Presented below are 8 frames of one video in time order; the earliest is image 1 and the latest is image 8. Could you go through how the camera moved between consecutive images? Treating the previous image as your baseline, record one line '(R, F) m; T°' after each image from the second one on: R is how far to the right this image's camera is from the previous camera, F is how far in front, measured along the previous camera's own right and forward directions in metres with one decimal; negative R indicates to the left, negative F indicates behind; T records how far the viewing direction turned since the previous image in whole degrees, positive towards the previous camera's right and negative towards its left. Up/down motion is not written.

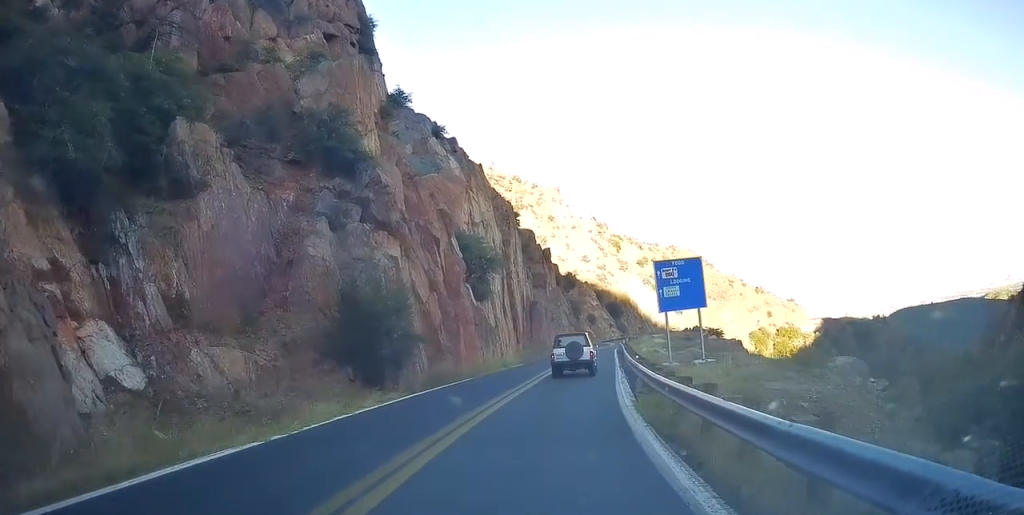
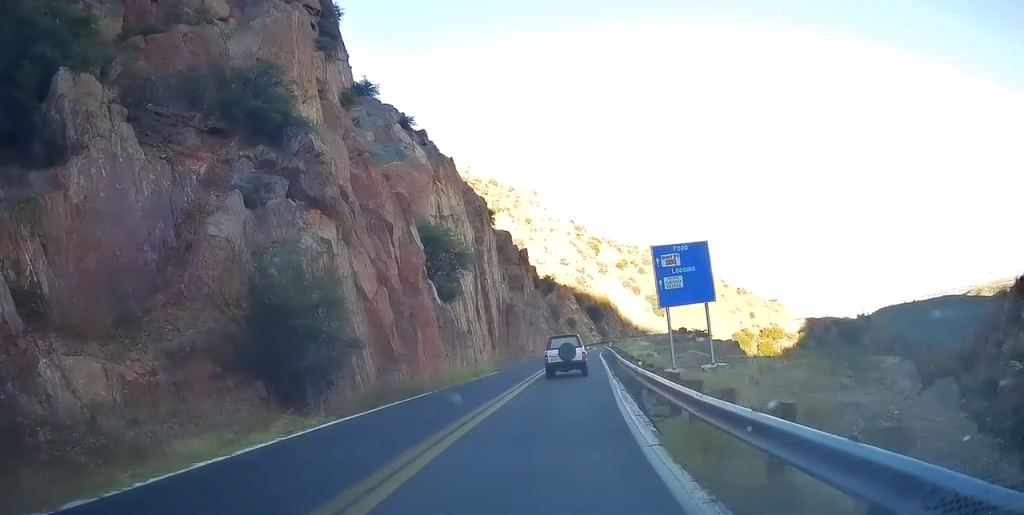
(0.0, +4.9) m; +1°
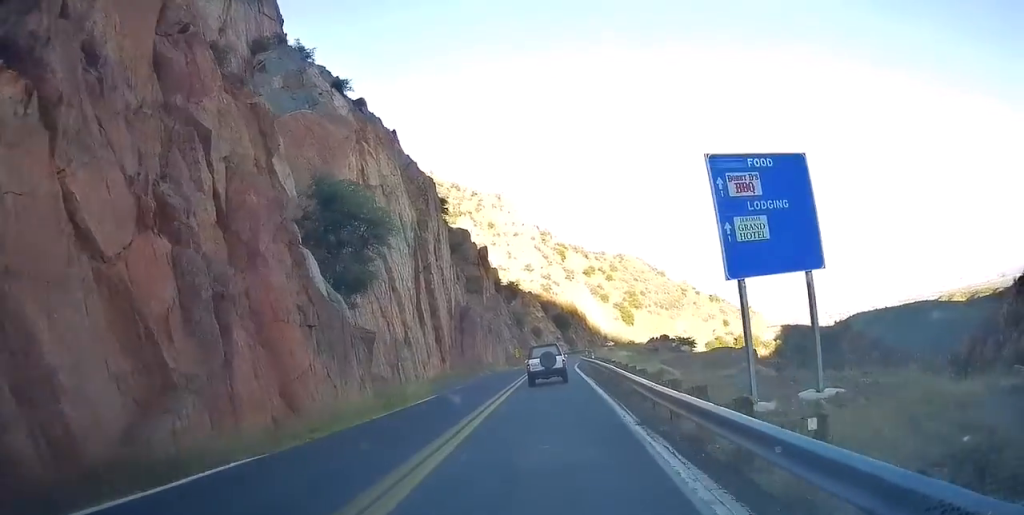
(+0.5, +11.9) m; +5°
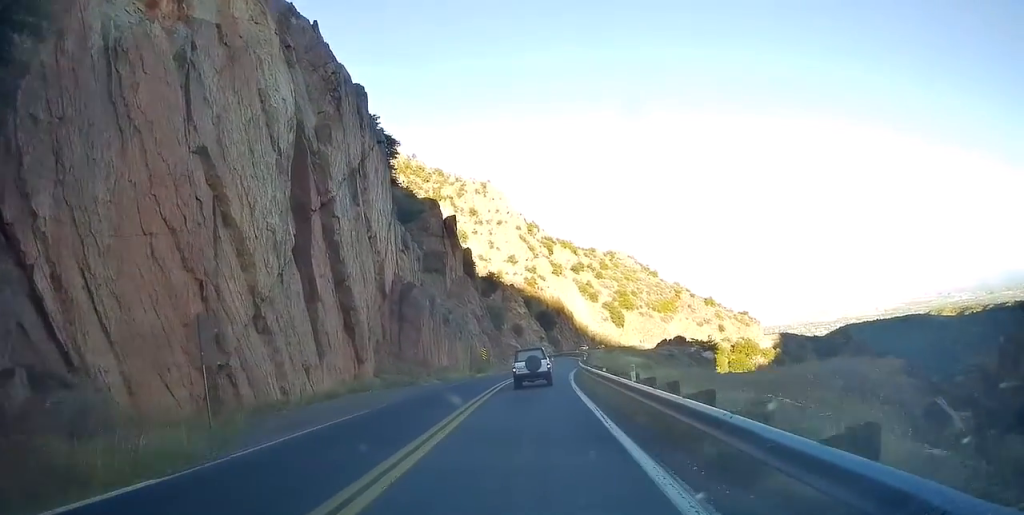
(+0.3, +19.4) m; -1°
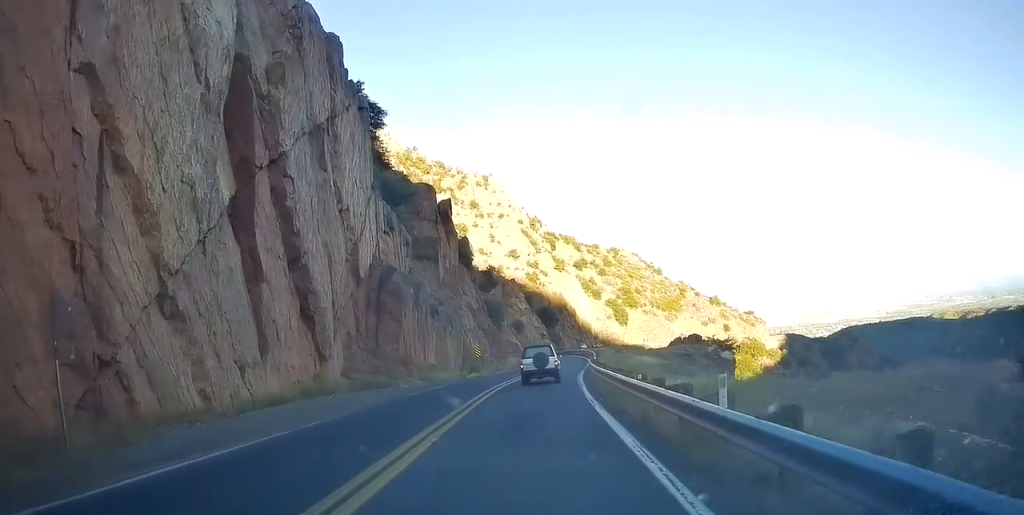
(-0.1, +6.1) m; -1°
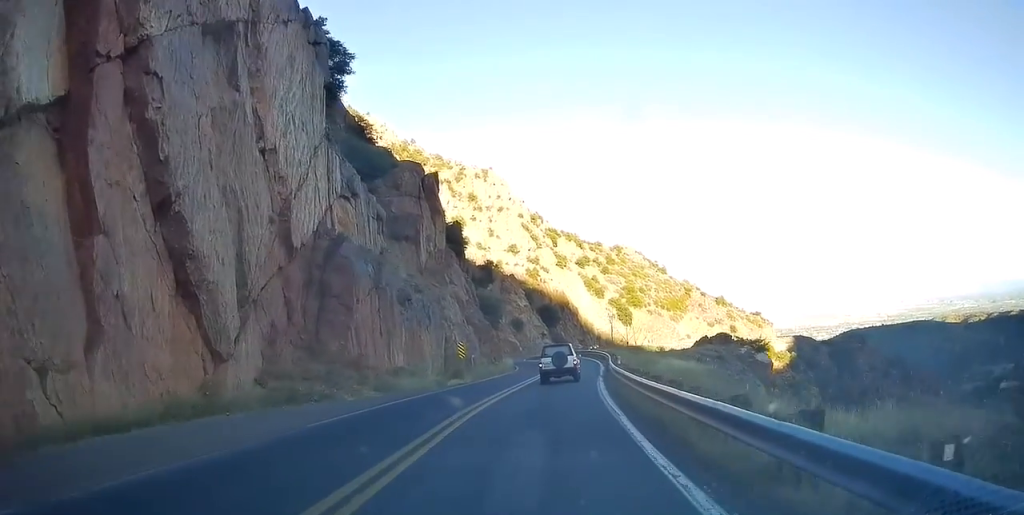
(0.0, +9.6) m; 0°
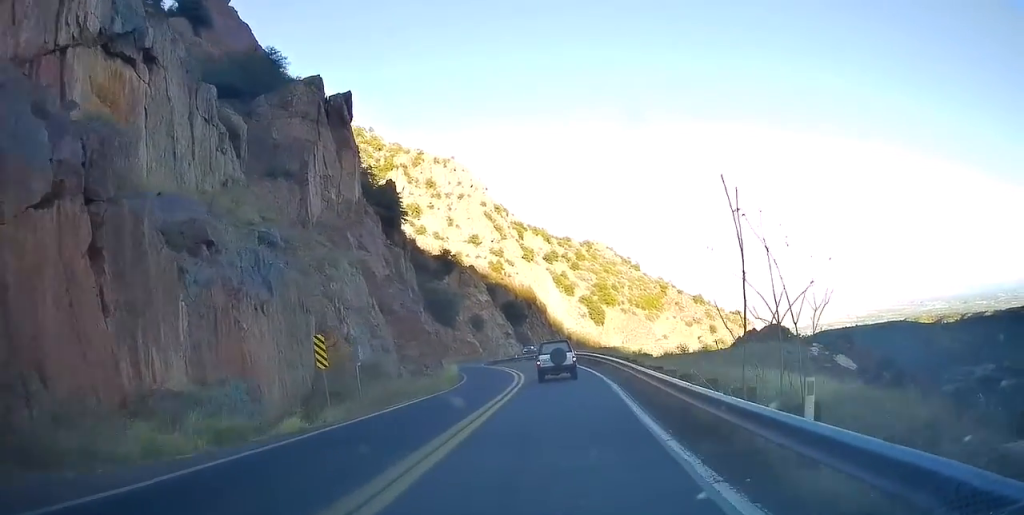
(+0.4, +18.2) m; +3°
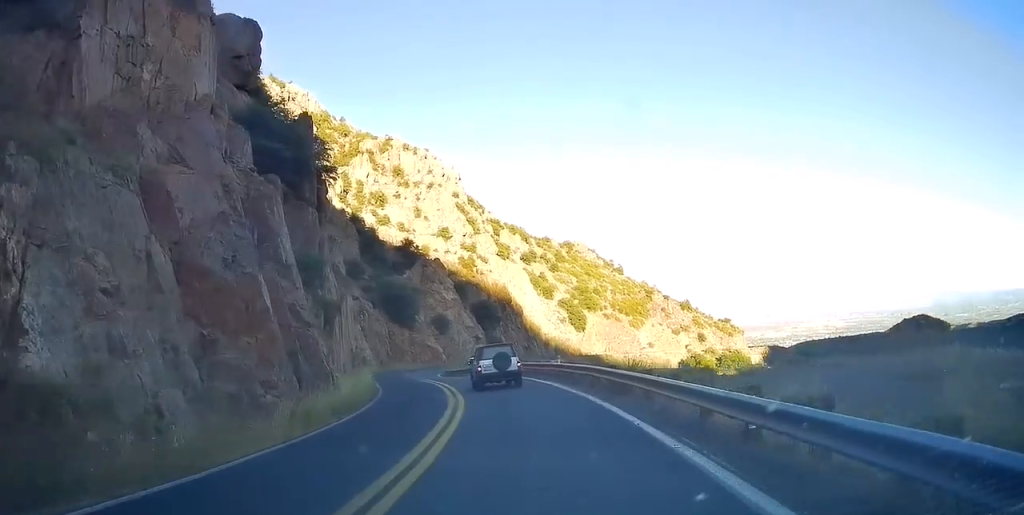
(+0.2, +16.7) m; 0°
